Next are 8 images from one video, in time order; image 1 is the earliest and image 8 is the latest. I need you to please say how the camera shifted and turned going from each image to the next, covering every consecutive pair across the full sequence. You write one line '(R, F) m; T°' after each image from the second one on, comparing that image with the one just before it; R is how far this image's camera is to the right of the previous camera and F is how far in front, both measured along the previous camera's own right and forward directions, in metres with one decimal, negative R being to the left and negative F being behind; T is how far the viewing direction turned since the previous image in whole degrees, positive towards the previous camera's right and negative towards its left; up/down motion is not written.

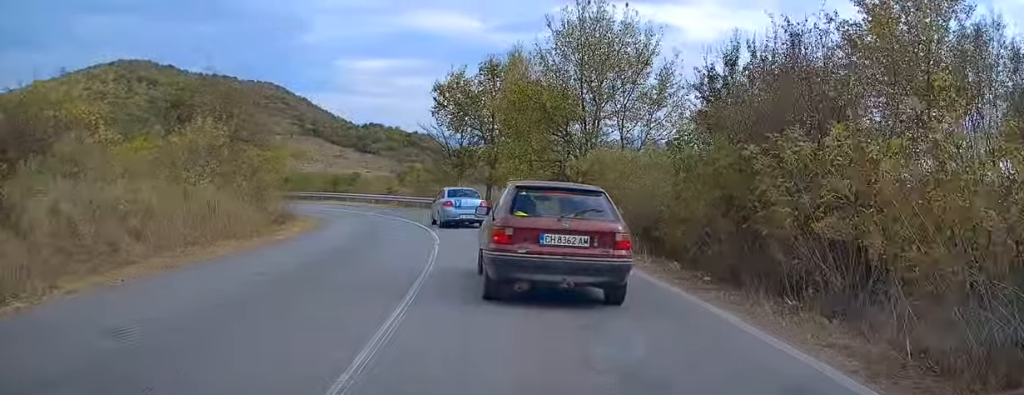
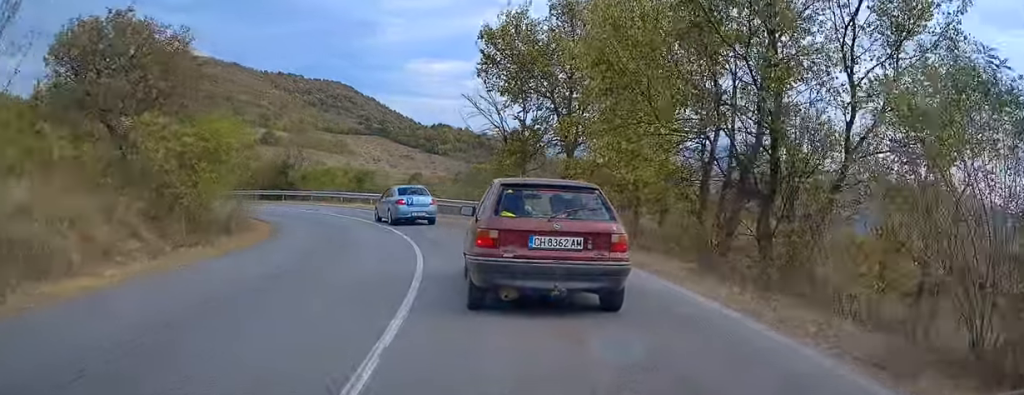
(-0.8, +14.4) m; -9°
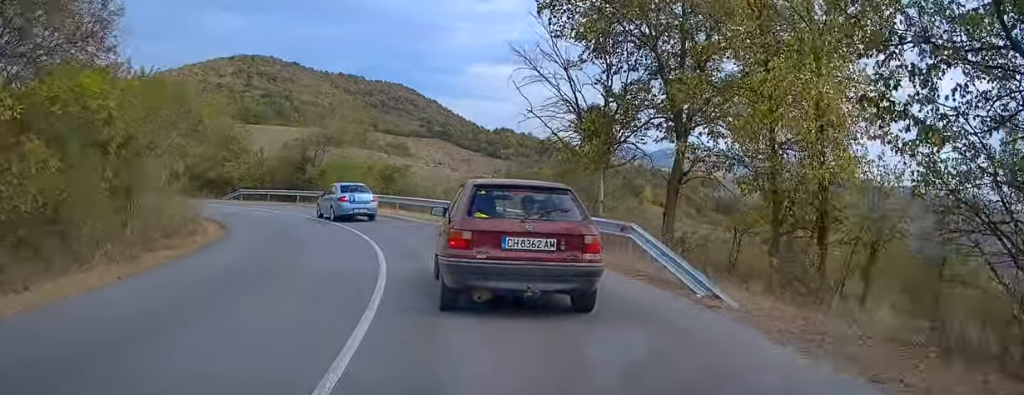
(-0.7, +10.1) m; -6°
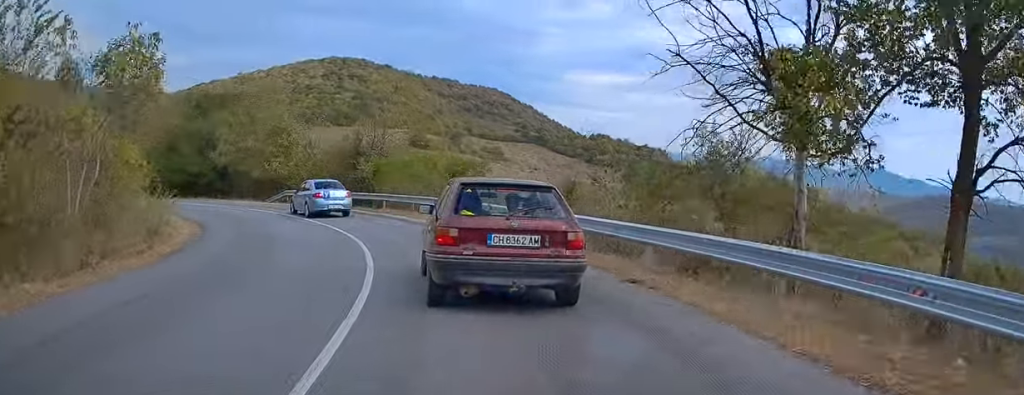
(-0.4, +9.1) m; -9°
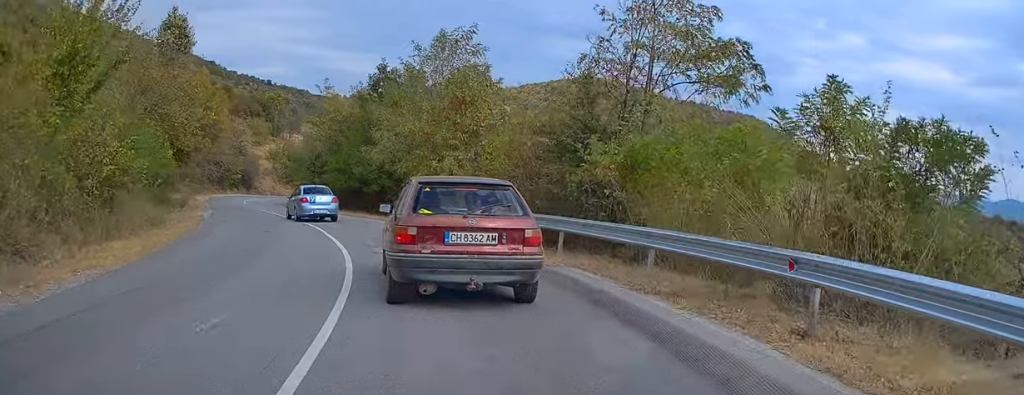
(-4.2, +19.2) m; -21°
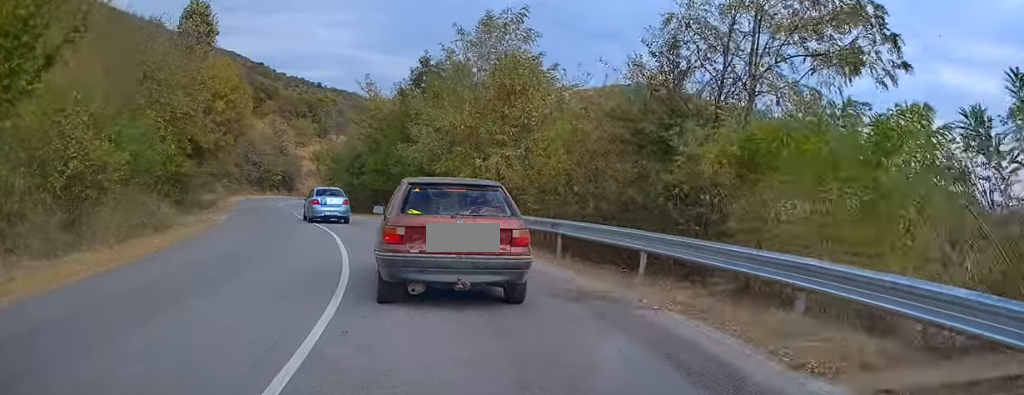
(-0.2, +3.8) m; -4°
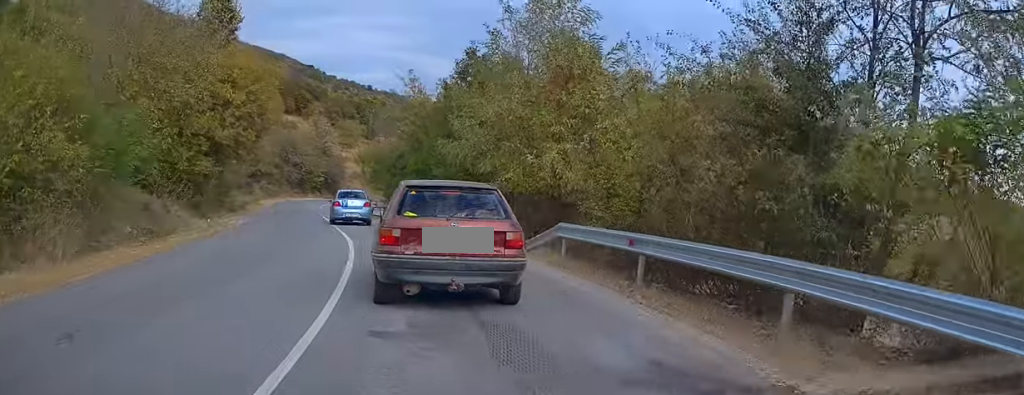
(0.0, +3.8) m; -4°
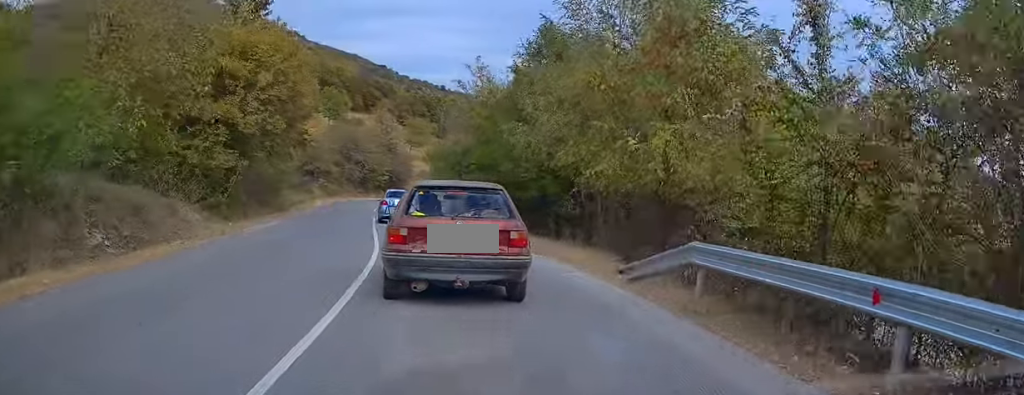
(-0.4, +5.5) m; -6°
